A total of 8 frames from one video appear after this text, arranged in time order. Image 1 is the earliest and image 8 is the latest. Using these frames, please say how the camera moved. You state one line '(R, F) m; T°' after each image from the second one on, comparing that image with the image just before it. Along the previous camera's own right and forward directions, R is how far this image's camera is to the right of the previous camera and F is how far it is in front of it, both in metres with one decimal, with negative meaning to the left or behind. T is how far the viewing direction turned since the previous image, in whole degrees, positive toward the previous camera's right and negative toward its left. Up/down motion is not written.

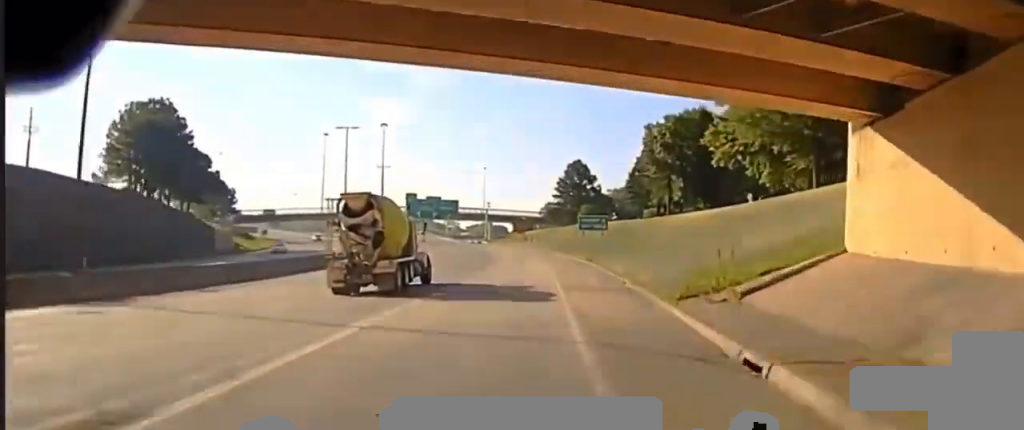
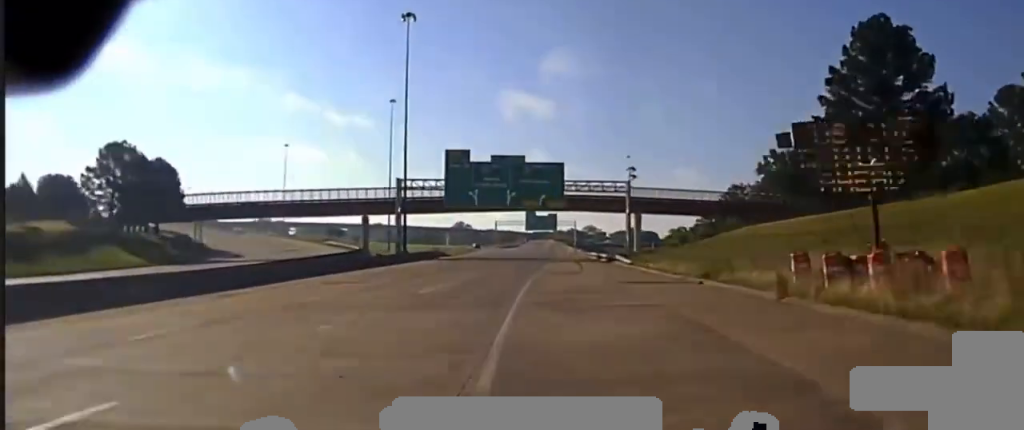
(-2.0, +118.8) m; -6°
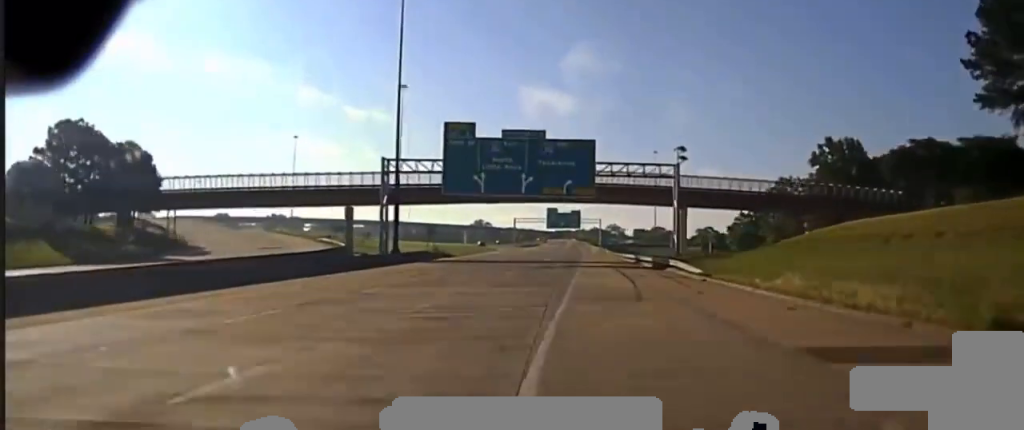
(0.0, +21.8) m; -2°
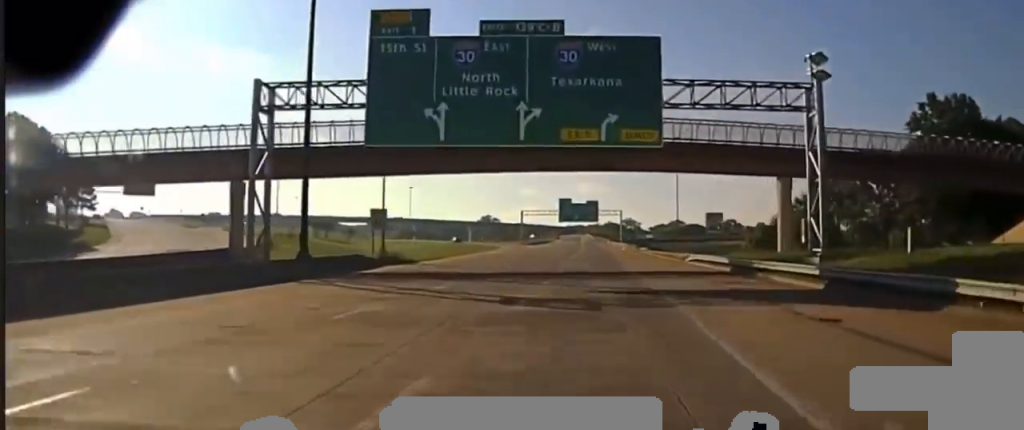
(-1.5, +40.8) m; -3°
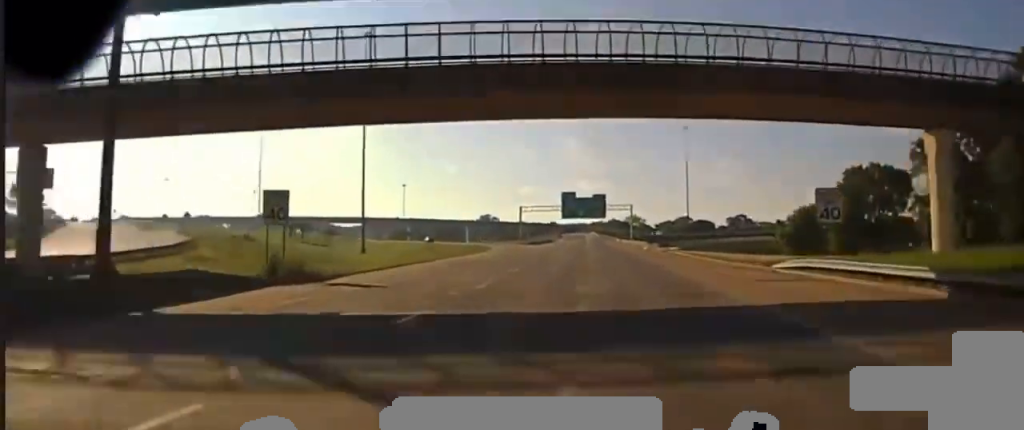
(-0.4, +28.1) m; -1°
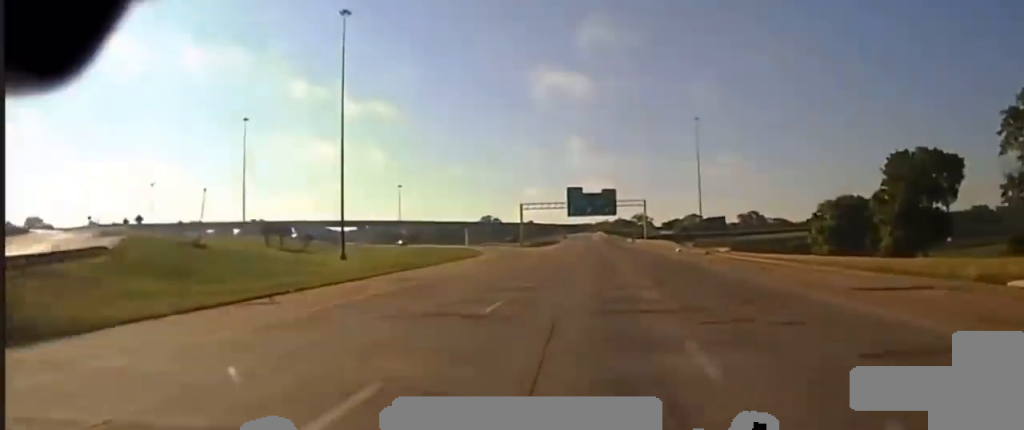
(-0.1, +24.8) m; 0°
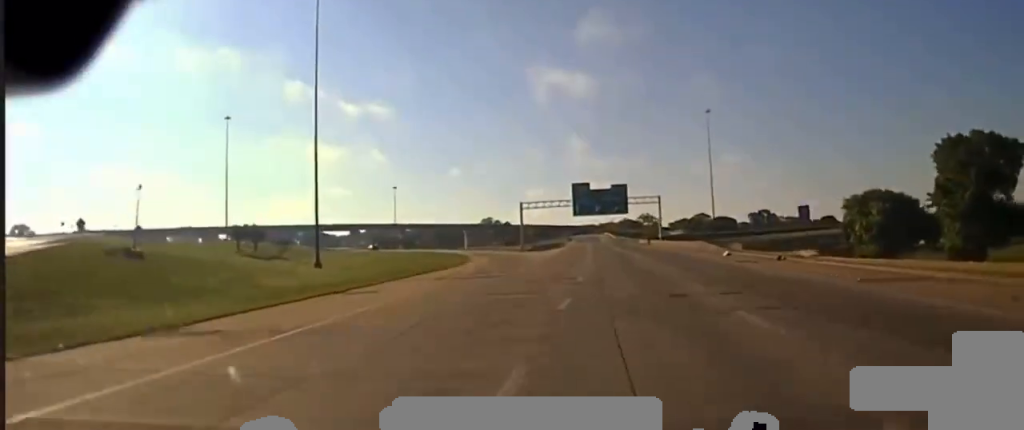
(-0.1, +20.7) m; 0°
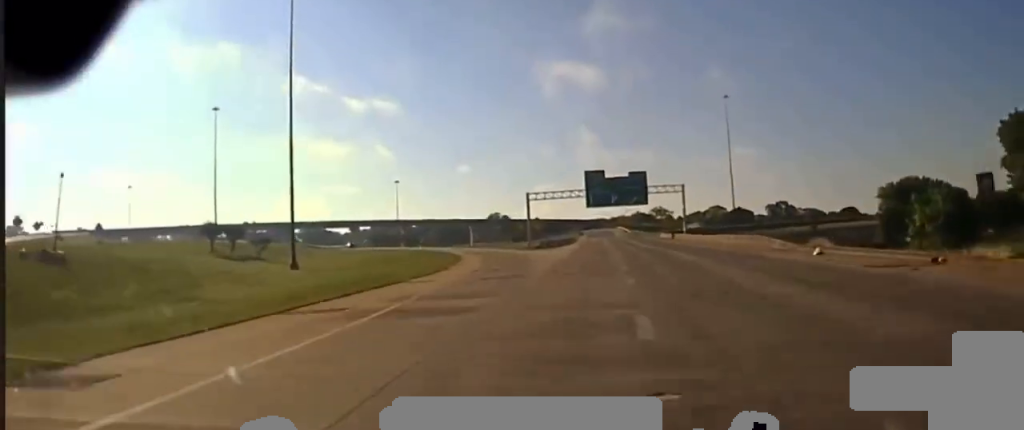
(0.0, +19.1) m; 0°
